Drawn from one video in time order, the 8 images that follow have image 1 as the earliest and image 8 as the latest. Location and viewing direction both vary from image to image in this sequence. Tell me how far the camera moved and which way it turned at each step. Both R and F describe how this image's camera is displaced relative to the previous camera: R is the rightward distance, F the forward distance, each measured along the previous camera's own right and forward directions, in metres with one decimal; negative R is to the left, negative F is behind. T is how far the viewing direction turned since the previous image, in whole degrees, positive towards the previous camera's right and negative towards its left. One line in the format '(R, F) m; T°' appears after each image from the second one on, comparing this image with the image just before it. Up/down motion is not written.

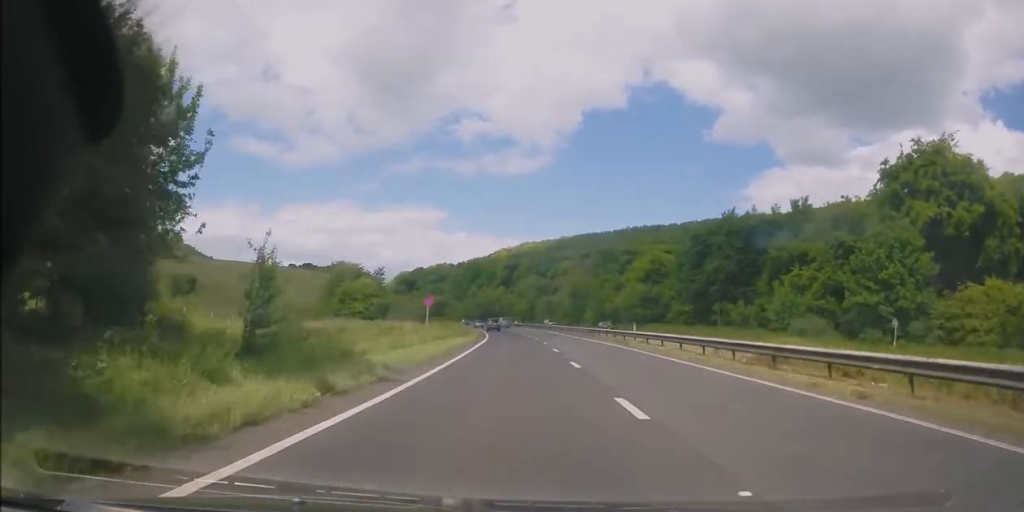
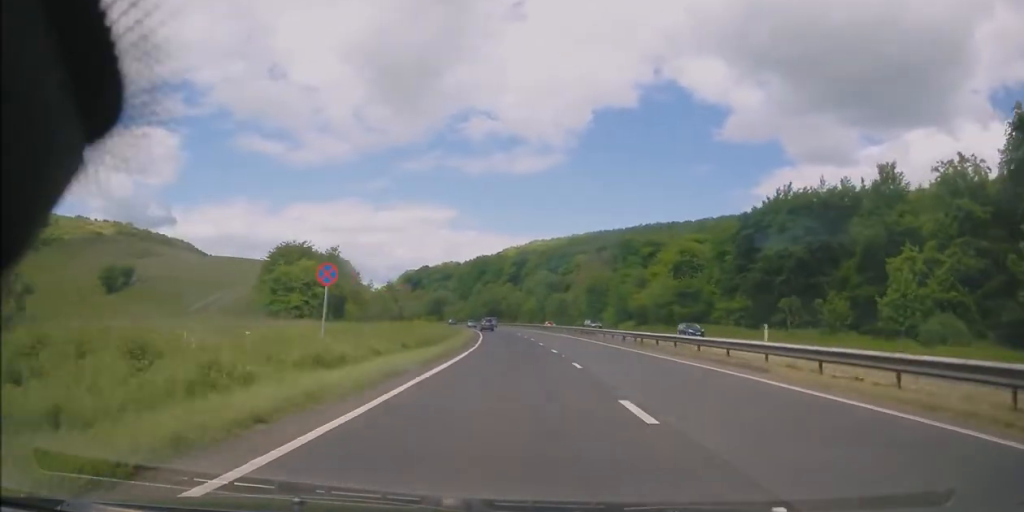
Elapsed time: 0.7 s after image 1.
(+0.1, +18.7) m; -1°
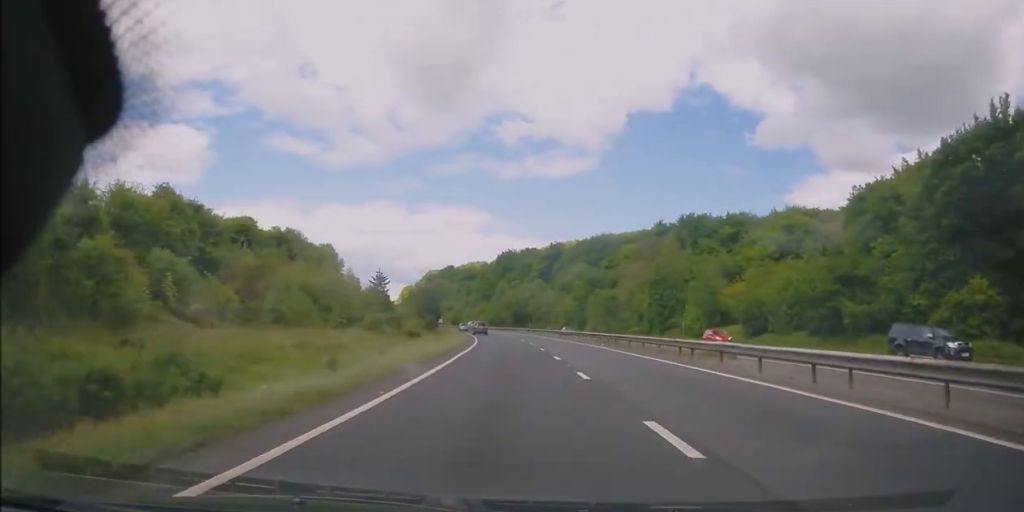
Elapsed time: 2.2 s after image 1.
(-1.2, +38.1) m; -3°
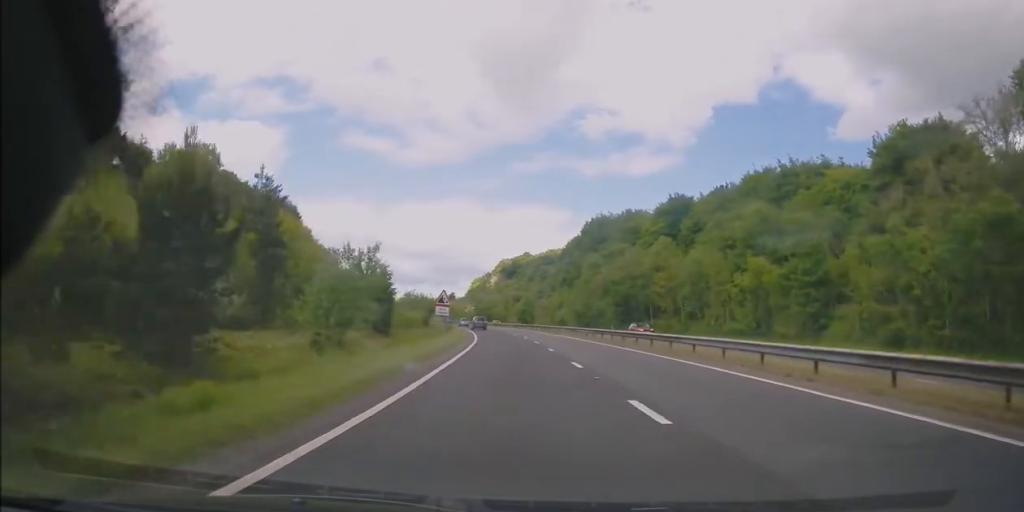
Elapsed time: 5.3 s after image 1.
(-5.0, +77.2) m; -8°
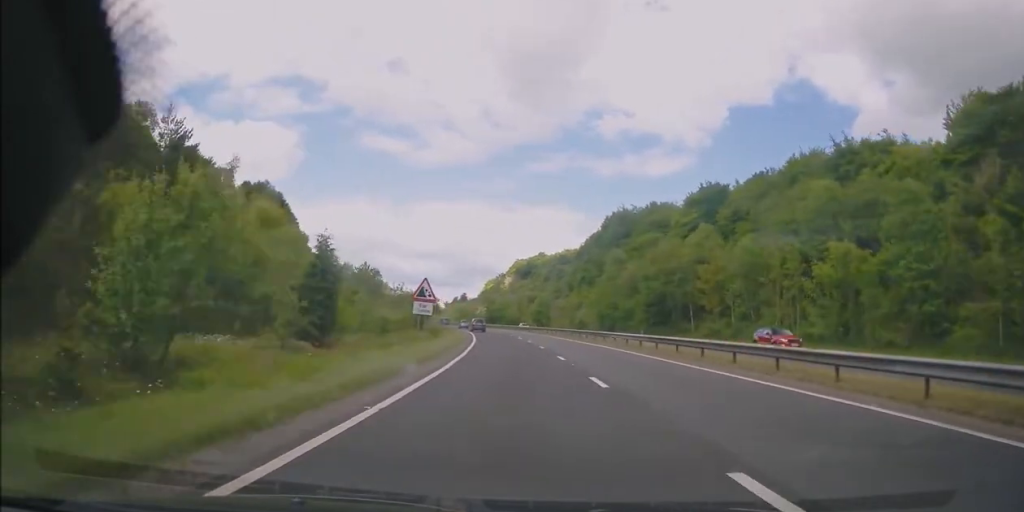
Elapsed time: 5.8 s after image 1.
(0.0, +13.7) m; -2°
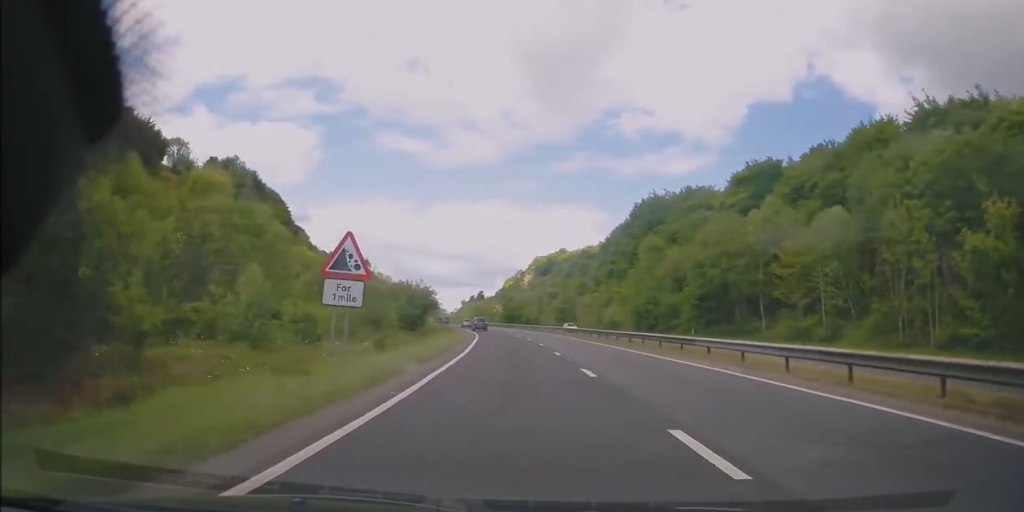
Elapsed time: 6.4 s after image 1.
(-0.5, +16.4) m; -2°
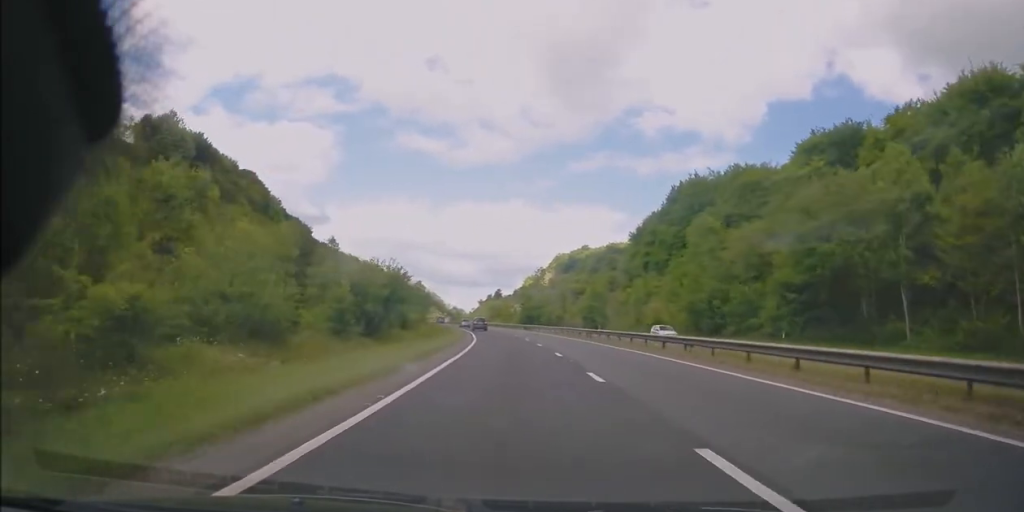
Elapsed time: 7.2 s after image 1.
(-0.4, +20.0) m; -2°
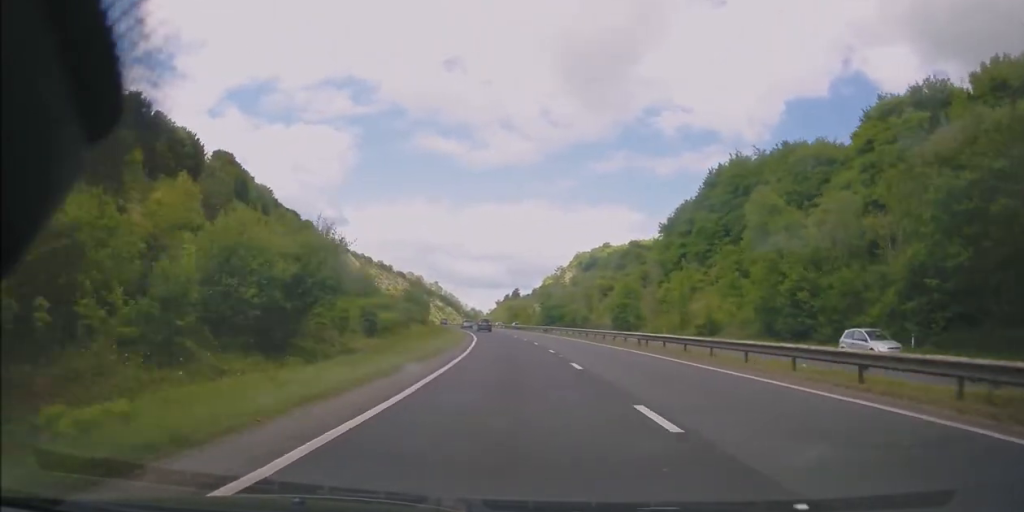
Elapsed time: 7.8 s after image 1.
(-0.1, +15.7) m; -1°
